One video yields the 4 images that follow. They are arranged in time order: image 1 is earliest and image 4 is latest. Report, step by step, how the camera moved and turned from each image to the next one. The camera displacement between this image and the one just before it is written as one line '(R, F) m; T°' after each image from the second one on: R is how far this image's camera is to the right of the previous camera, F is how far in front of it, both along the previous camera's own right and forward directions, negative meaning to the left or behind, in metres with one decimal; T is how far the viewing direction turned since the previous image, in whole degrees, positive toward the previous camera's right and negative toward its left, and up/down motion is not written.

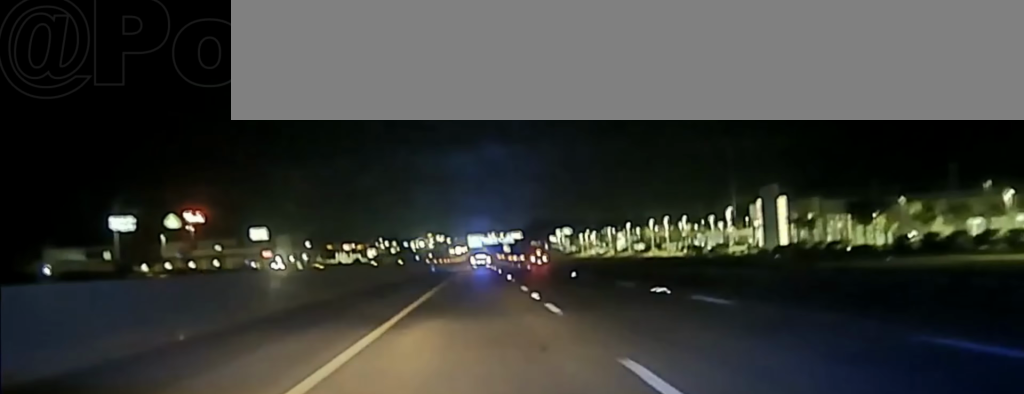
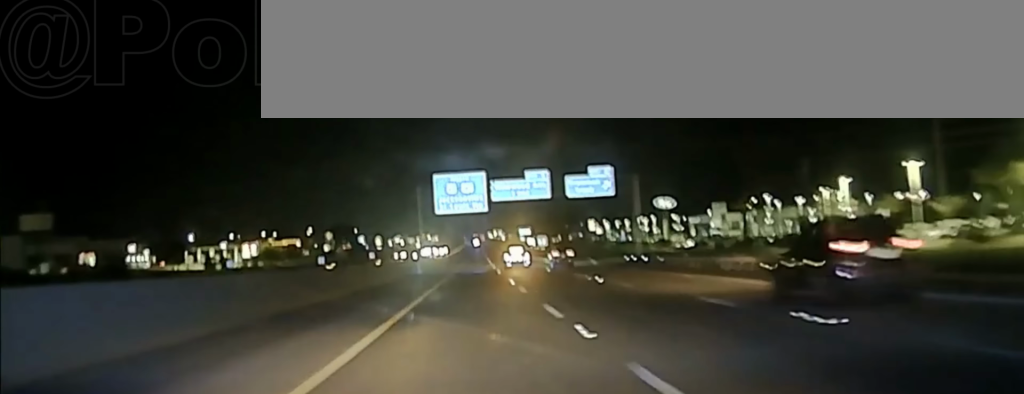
(+0.1, +256.8) m; 0°
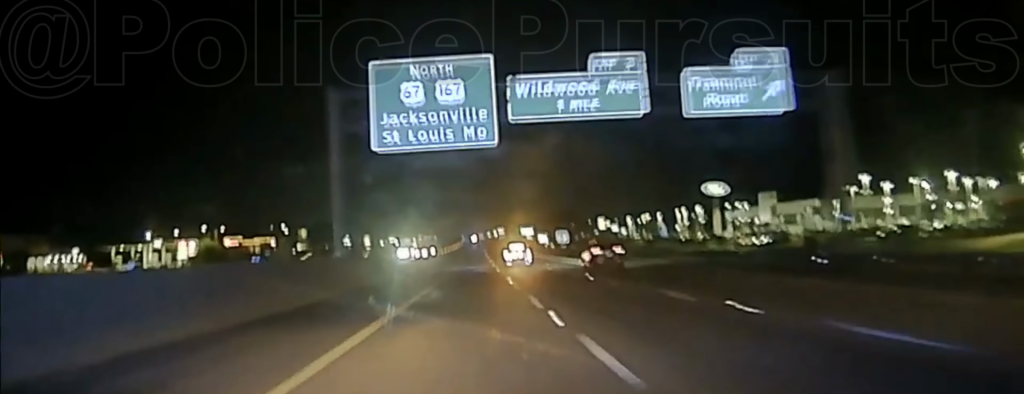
(+0.2, +49.8) m; 0°
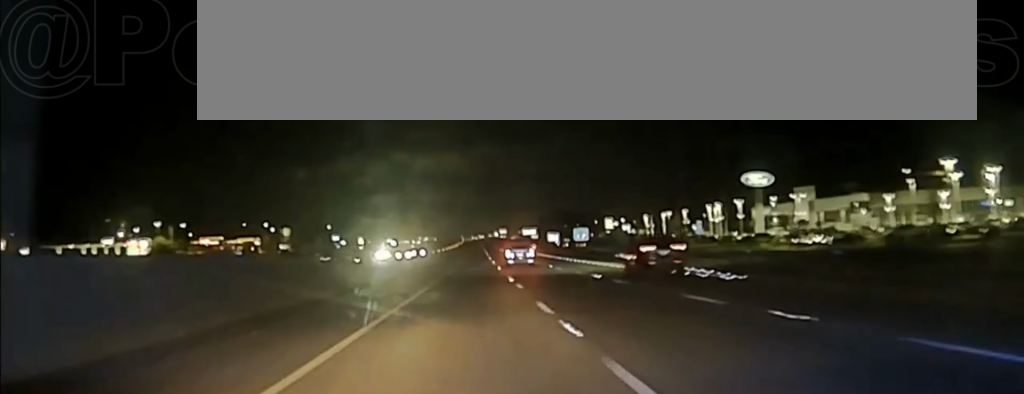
(-0.1, +27.0) m; 0°
